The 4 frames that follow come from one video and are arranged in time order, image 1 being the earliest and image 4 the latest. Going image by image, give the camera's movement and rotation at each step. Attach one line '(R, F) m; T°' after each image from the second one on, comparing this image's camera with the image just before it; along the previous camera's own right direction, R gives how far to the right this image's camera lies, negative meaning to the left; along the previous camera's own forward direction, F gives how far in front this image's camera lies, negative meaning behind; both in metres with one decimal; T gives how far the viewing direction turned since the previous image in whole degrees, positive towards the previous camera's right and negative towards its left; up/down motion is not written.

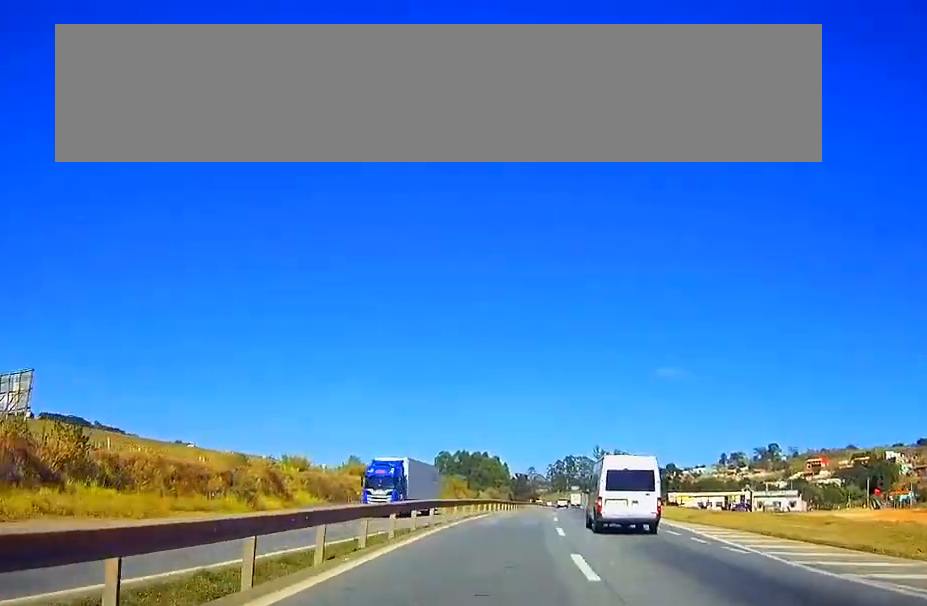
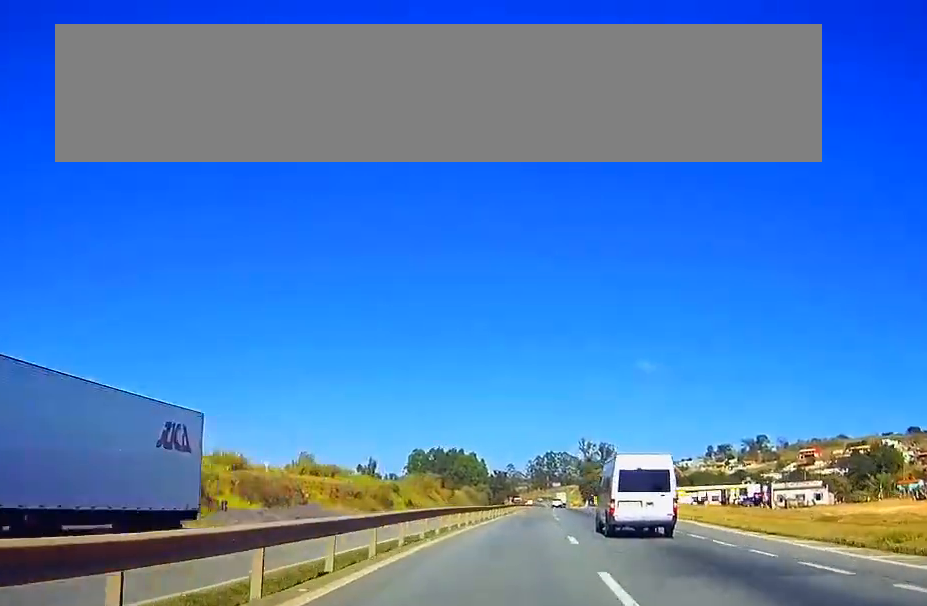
(+0.2, +28.4) m; +2°
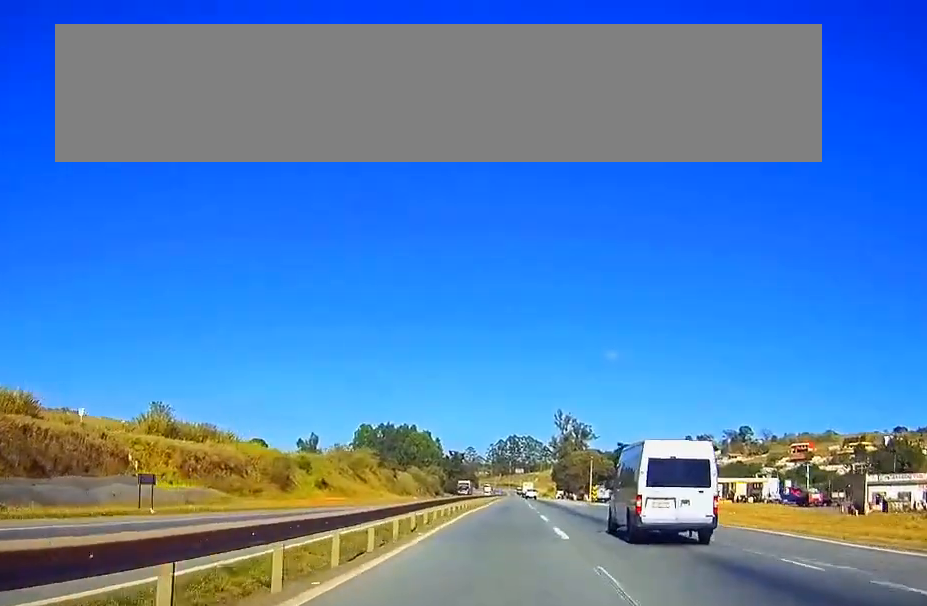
(+1.7, +59.9) m; +2°
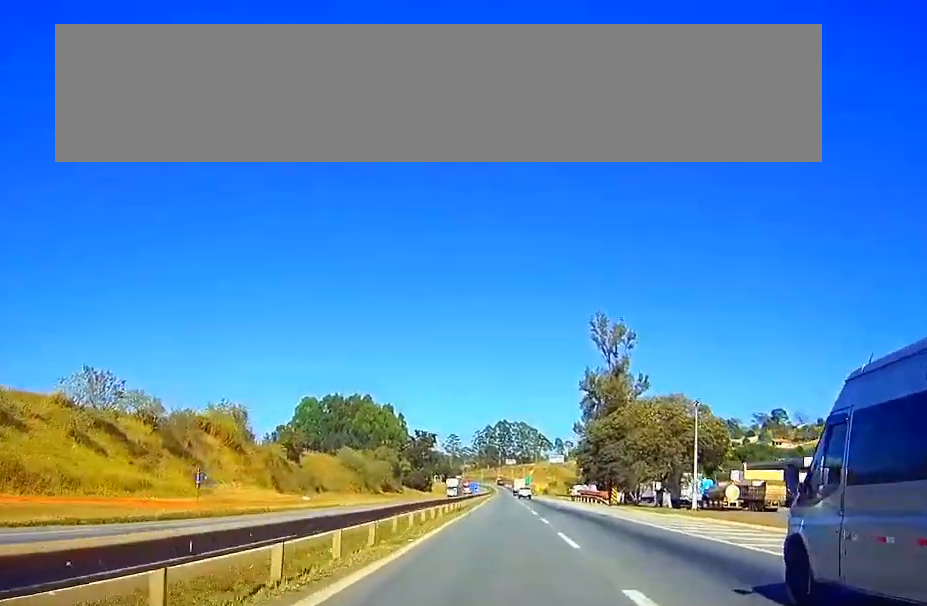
(0.0, +114.0) m; 0°
